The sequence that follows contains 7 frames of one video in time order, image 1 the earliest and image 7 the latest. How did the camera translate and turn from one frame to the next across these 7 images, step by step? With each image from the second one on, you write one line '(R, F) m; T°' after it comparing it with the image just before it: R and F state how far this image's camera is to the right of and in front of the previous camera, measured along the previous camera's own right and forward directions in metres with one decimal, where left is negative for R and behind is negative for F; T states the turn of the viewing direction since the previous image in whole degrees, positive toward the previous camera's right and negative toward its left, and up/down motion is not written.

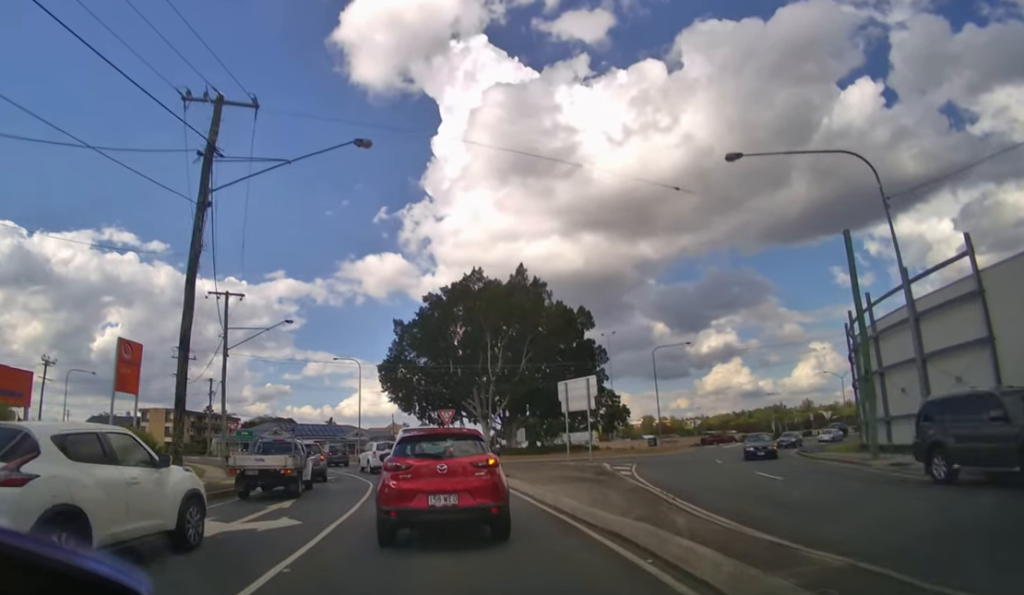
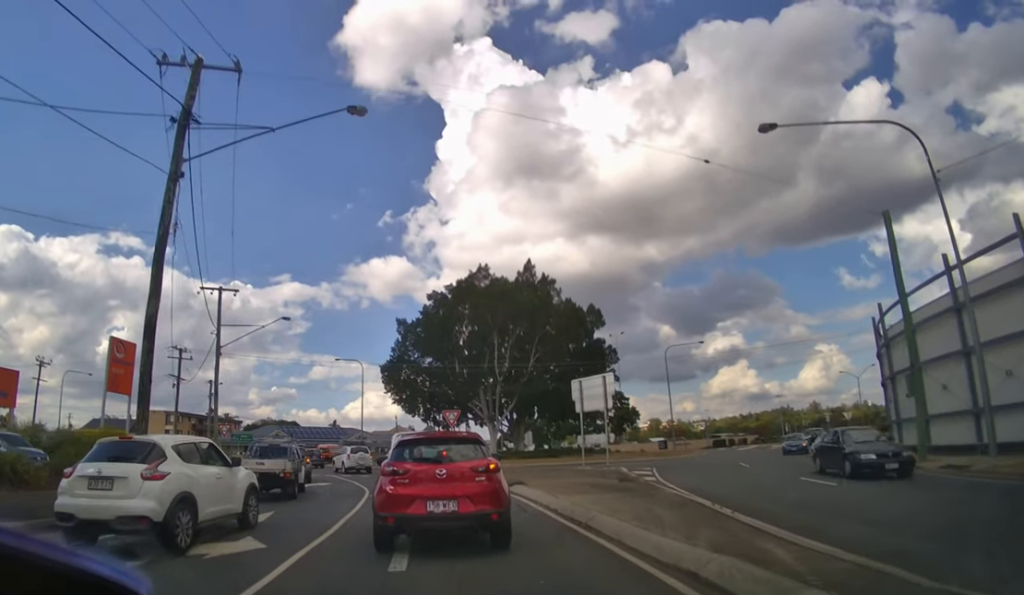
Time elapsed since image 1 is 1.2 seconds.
(0.0, +1.9) m; -2°
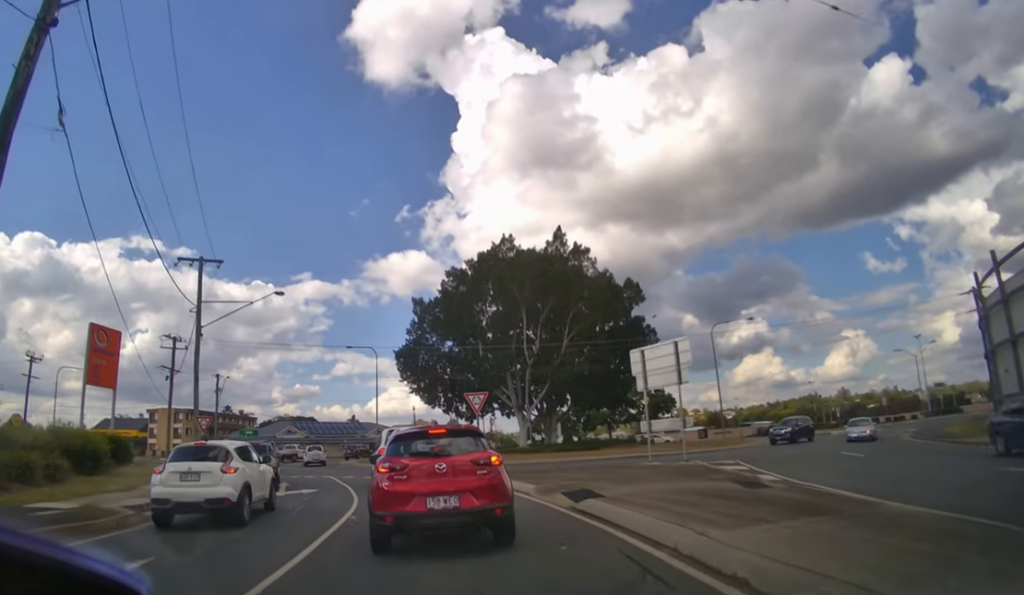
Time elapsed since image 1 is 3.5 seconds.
(-0.2, +4.4) m; -4°
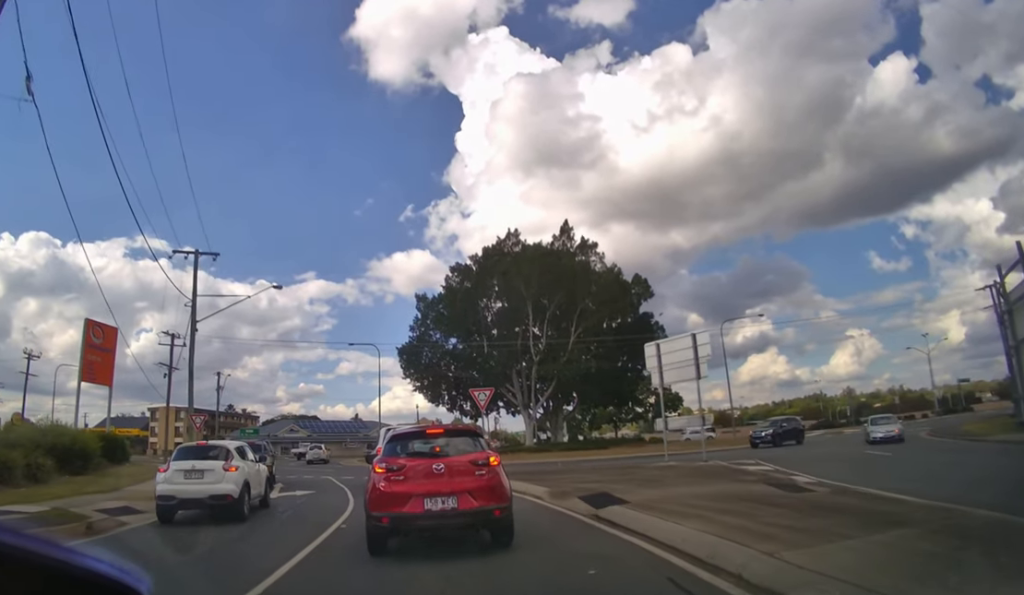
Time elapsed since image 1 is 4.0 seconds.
(0.0, +1.1) m; 0°
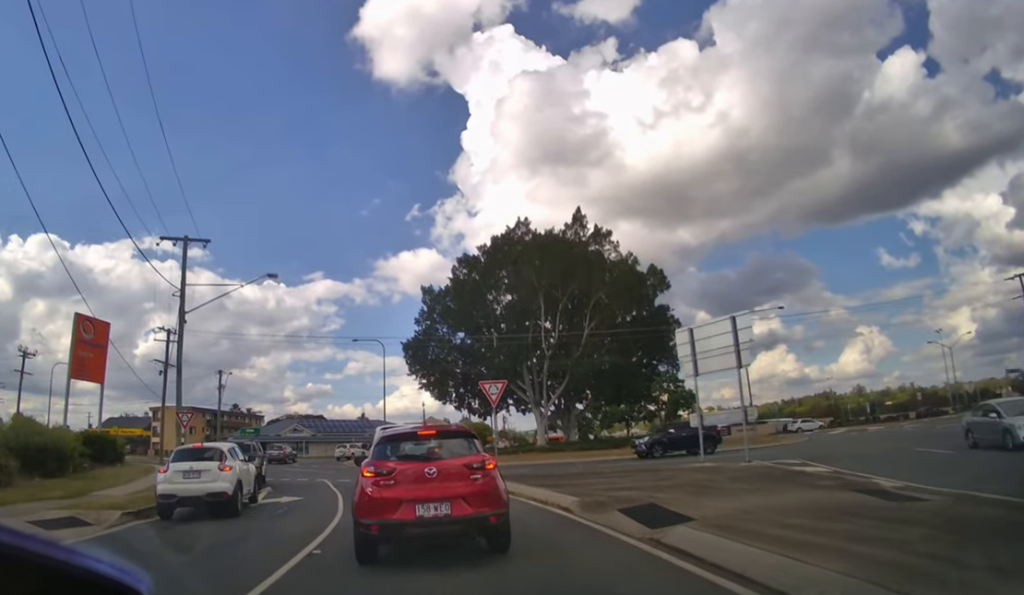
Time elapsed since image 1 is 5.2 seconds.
(0.0, +2.7) m; -1°
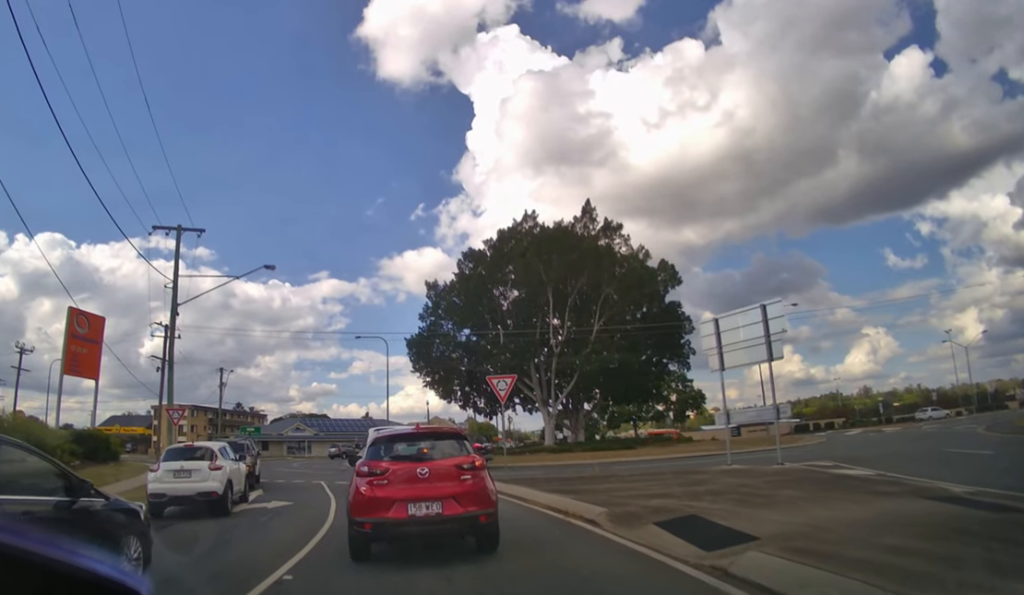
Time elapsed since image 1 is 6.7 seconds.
(-0.1, +2.0) m; 0°
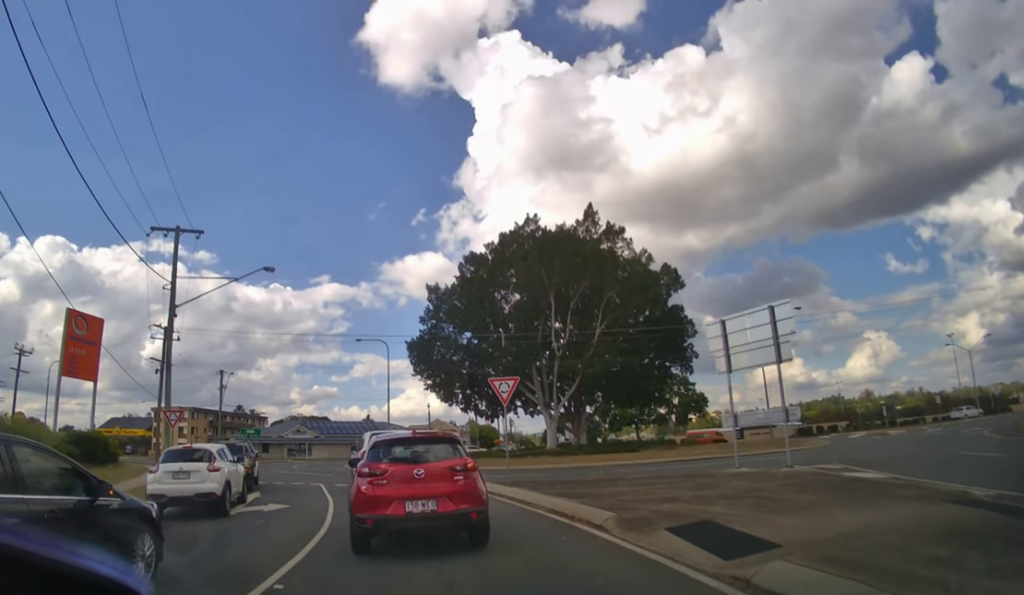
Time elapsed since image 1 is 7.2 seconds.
(0.0, +0.5) m; 0°
